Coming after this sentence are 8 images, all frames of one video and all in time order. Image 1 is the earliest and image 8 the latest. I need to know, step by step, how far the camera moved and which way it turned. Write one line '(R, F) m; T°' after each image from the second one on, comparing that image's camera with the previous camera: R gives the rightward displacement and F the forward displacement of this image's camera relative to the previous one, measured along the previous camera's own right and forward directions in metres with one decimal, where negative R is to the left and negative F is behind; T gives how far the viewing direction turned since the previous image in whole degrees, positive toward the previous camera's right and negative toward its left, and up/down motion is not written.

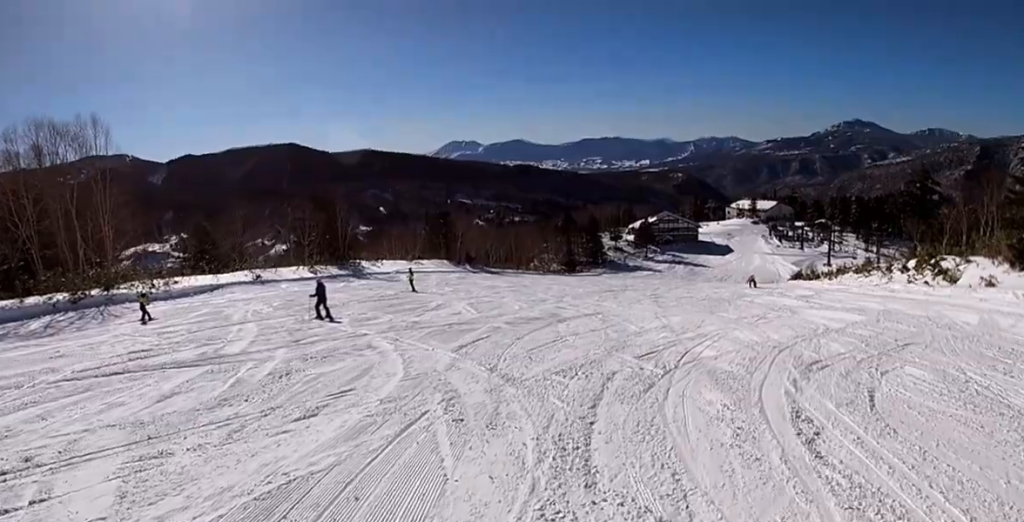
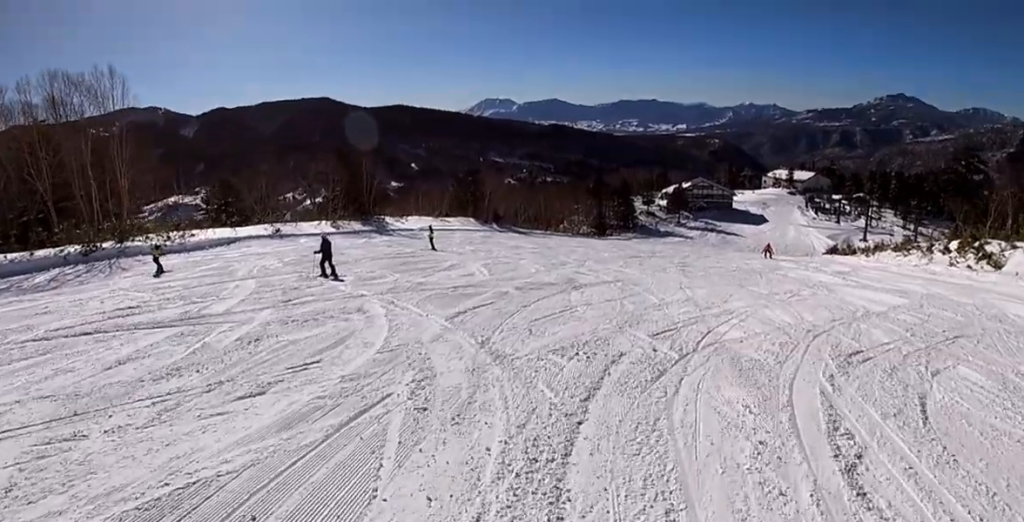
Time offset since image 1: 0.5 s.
(0.0, +1.5) m; 0°
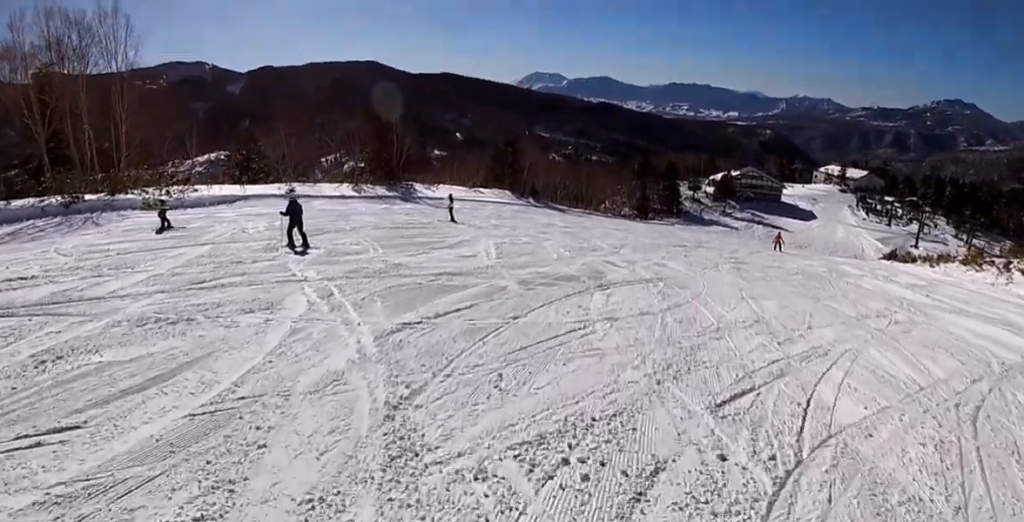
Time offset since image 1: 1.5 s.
(0.0, +3.8) m; +1°
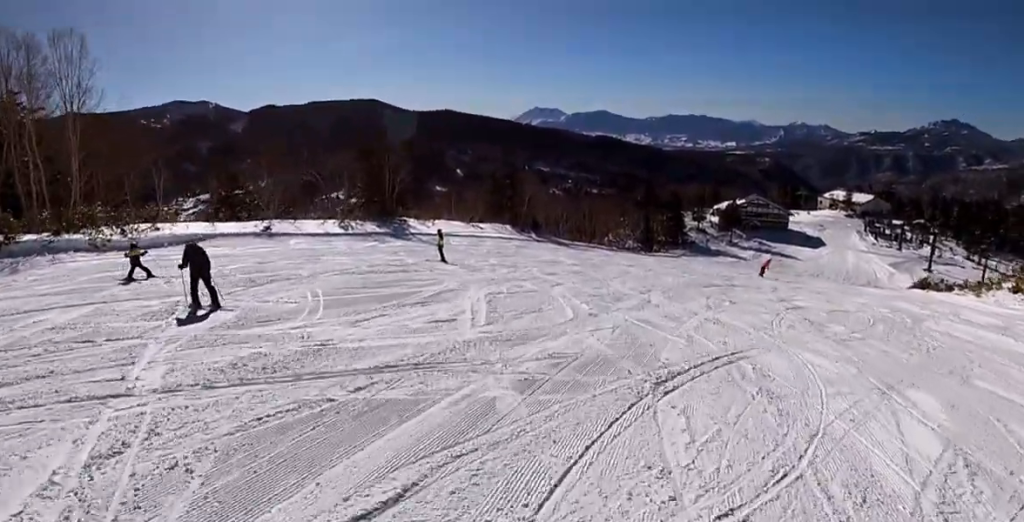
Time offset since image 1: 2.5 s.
(+0.1, +4.4) m; +1°
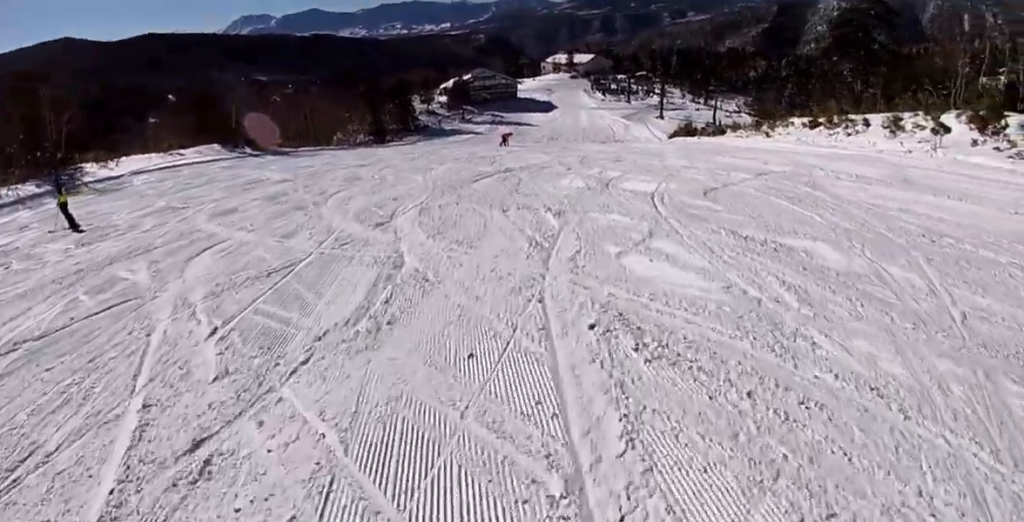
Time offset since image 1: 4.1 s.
(0.0, +8.4) m; -1°
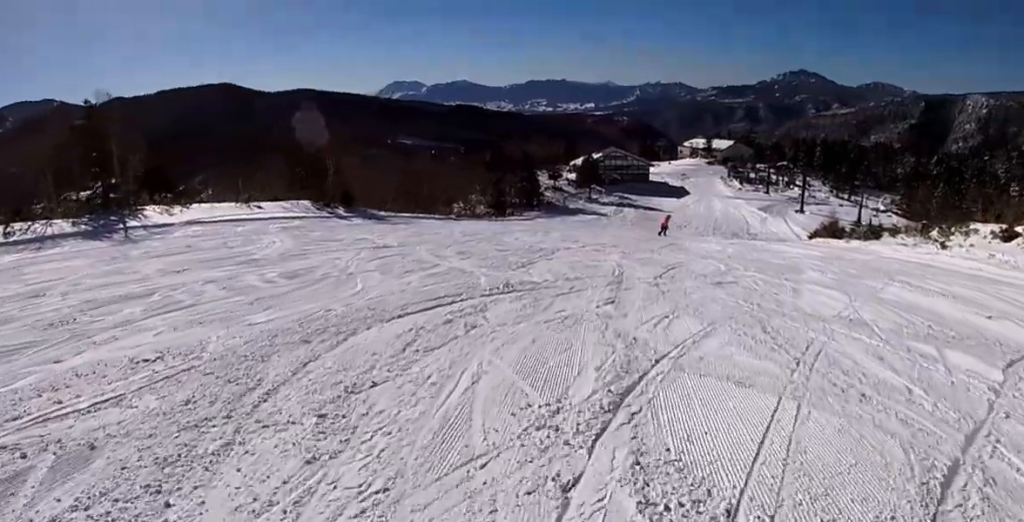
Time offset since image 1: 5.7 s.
(-0.1, +8.8) m; 0°
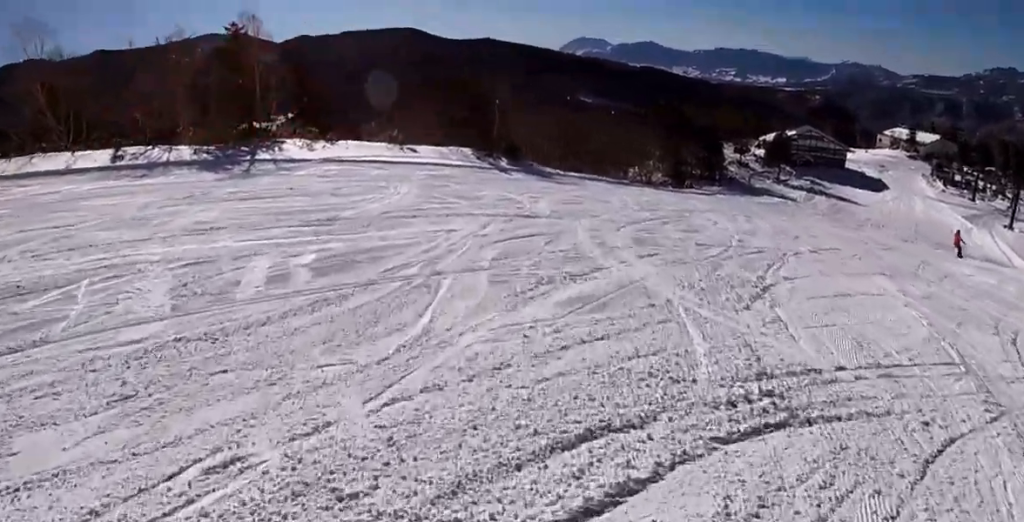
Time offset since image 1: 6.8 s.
(0.0, +6.3) m; +2°
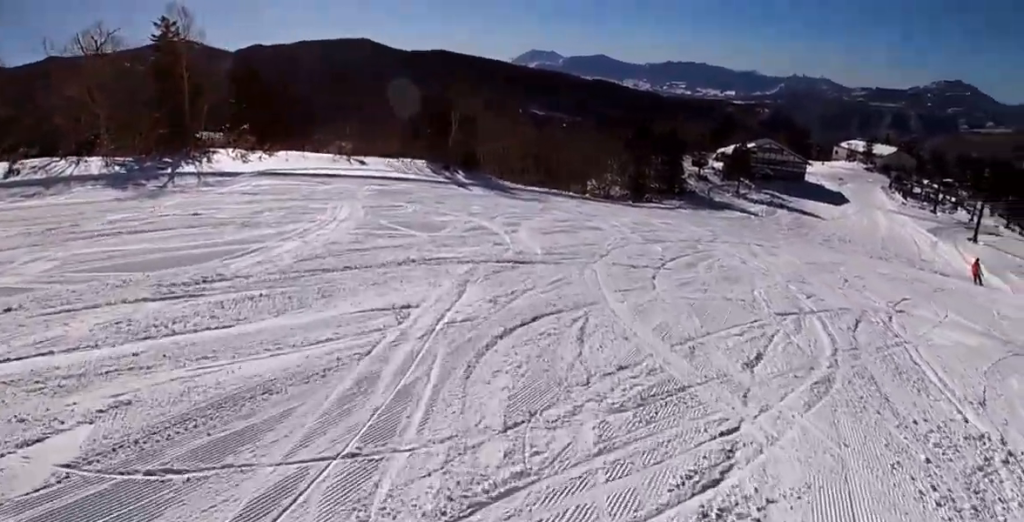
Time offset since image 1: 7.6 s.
(+0.1, +4.9) m; +3°
